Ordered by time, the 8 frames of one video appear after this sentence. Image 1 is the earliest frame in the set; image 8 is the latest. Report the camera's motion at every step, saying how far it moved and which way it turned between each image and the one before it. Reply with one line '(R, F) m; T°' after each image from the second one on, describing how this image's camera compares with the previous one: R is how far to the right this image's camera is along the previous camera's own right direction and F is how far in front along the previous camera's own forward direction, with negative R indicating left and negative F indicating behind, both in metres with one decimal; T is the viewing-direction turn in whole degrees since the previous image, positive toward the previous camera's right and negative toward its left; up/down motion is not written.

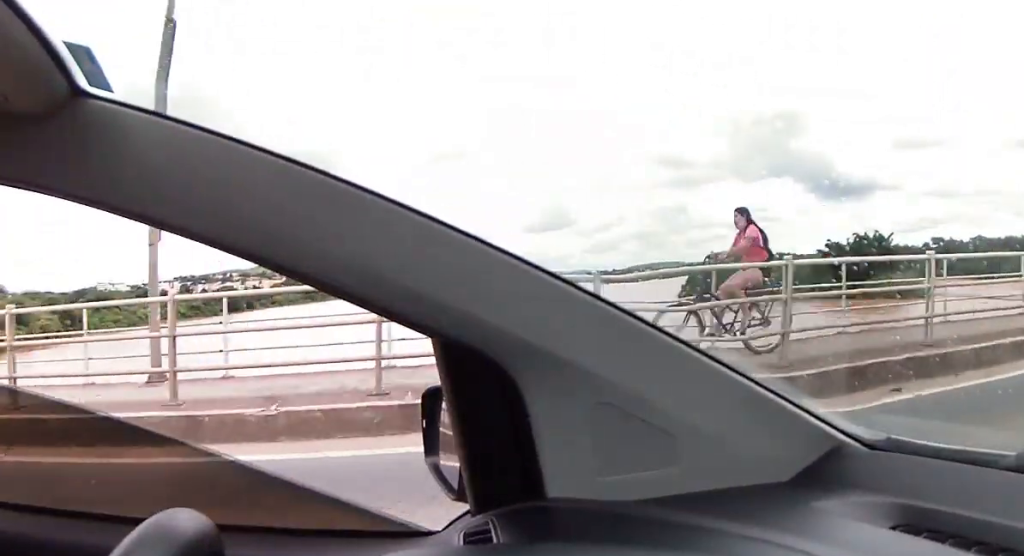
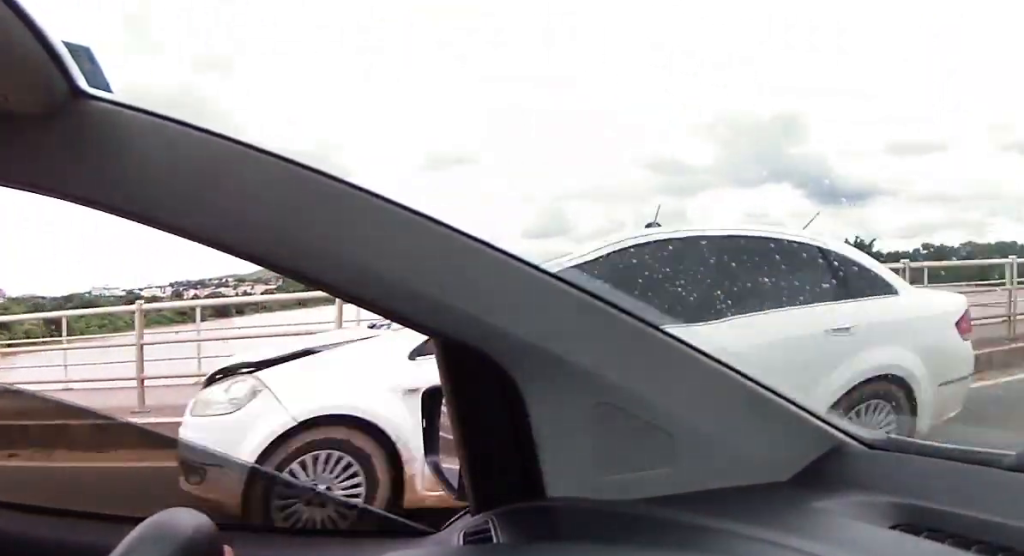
(-0.3, +8.3) m; 0°
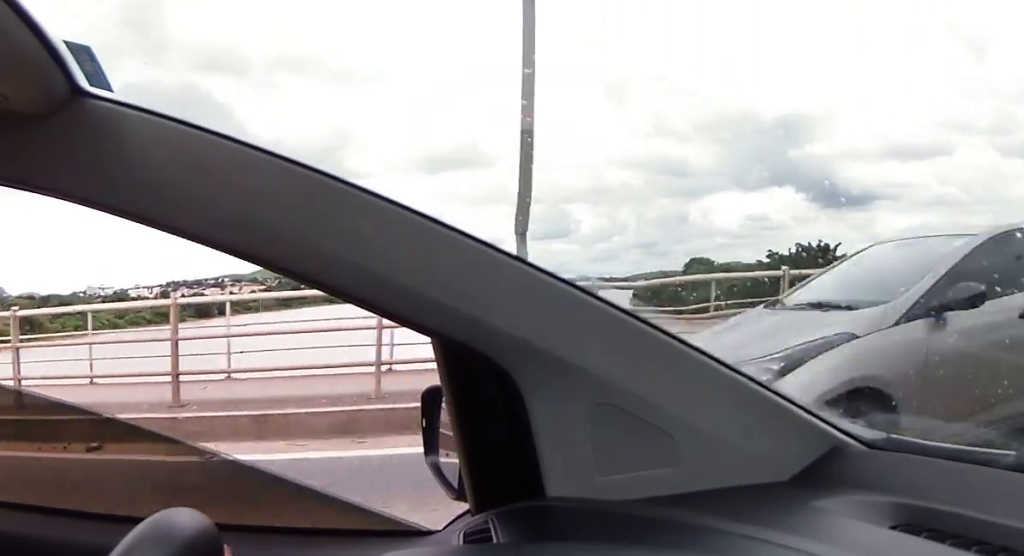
(+0.2, +17.5) m; -1°
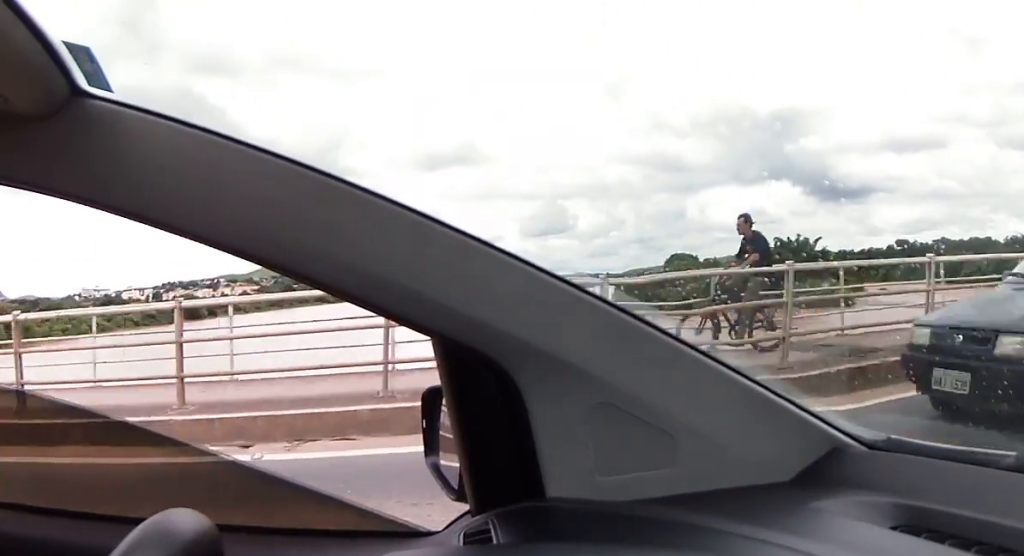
(-0.3, +7.8) m; 0°
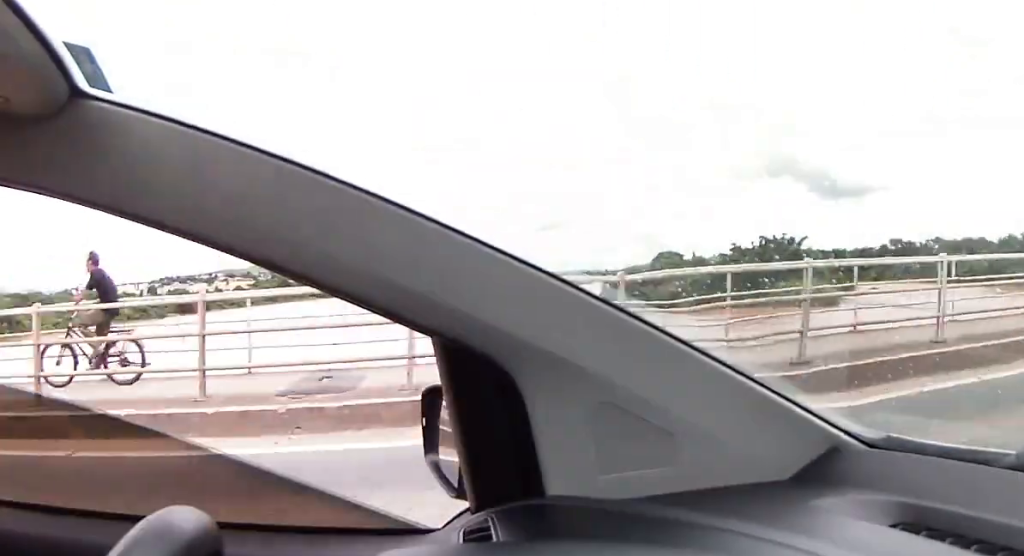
(+0.1, +5.7) m; +1°
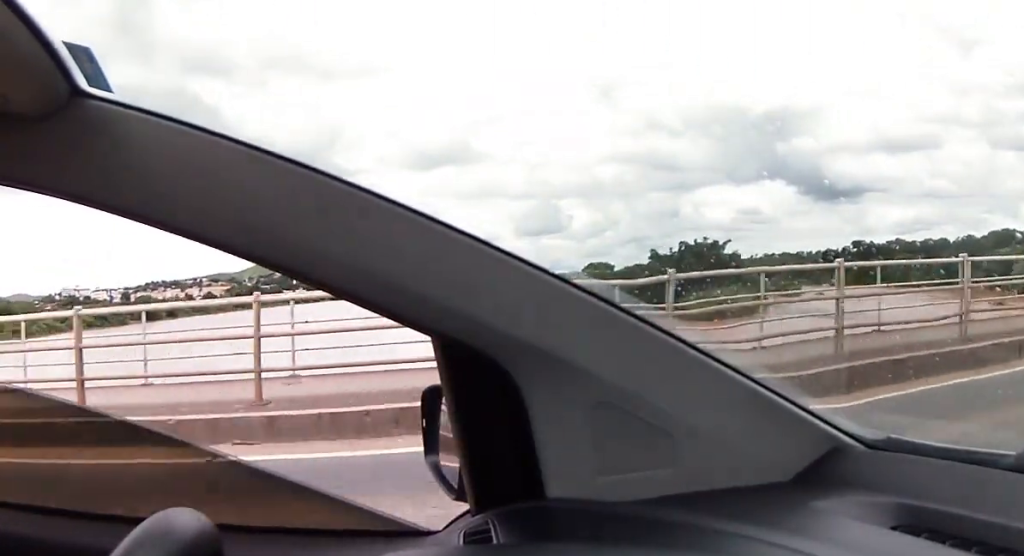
(+0.3, +27.8) m; 0°
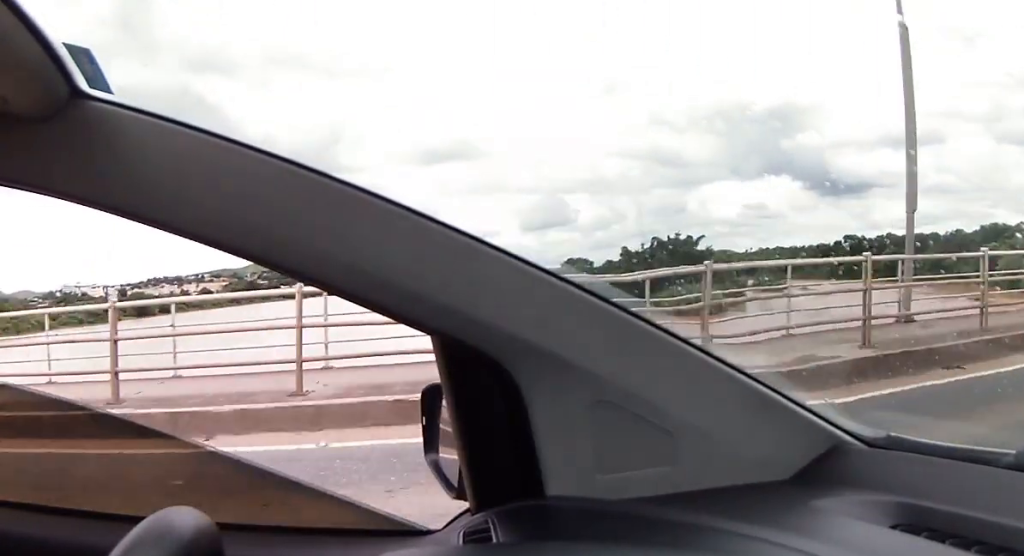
(0.0, +11.9) m; 0°
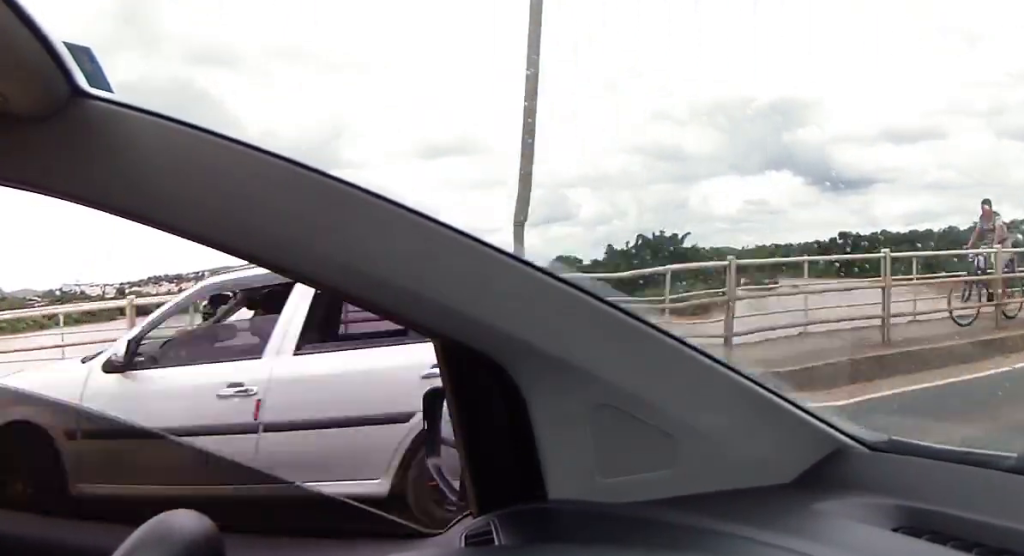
(+0.3, +5.8) m; 0°
